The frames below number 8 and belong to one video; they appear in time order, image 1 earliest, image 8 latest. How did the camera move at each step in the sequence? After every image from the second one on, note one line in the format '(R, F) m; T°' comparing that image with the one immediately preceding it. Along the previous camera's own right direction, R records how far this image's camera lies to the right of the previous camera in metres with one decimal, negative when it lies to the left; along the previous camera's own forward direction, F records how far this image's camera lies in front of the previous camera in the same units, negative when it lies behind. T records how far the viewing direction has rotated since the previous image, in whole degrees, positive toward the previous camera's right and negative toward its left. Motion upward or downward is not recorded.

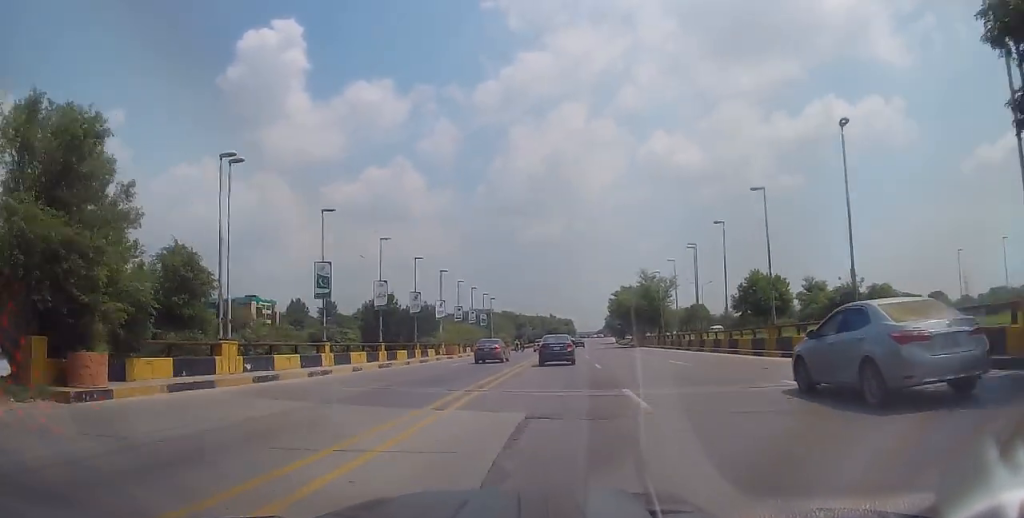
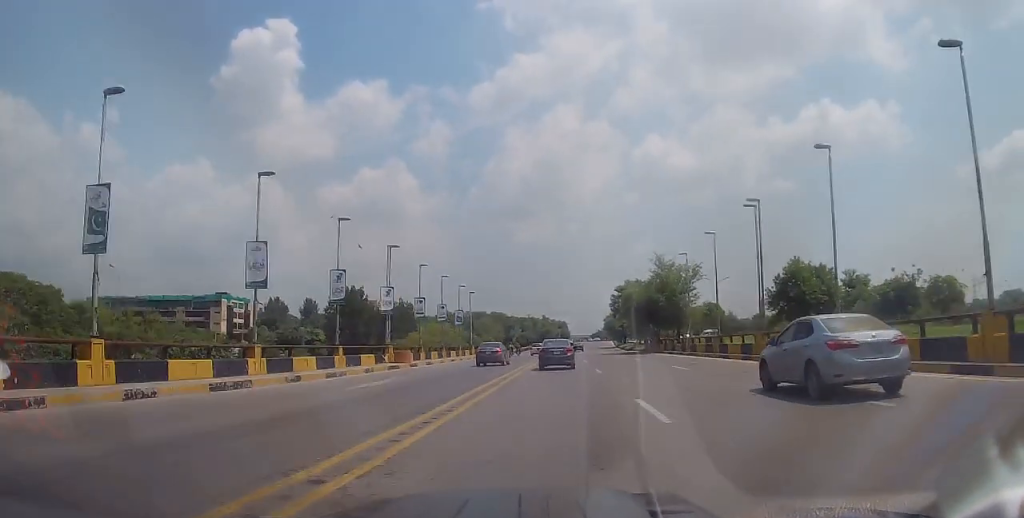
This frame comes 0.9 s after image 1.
(+0.5, +16.5) m; +1°
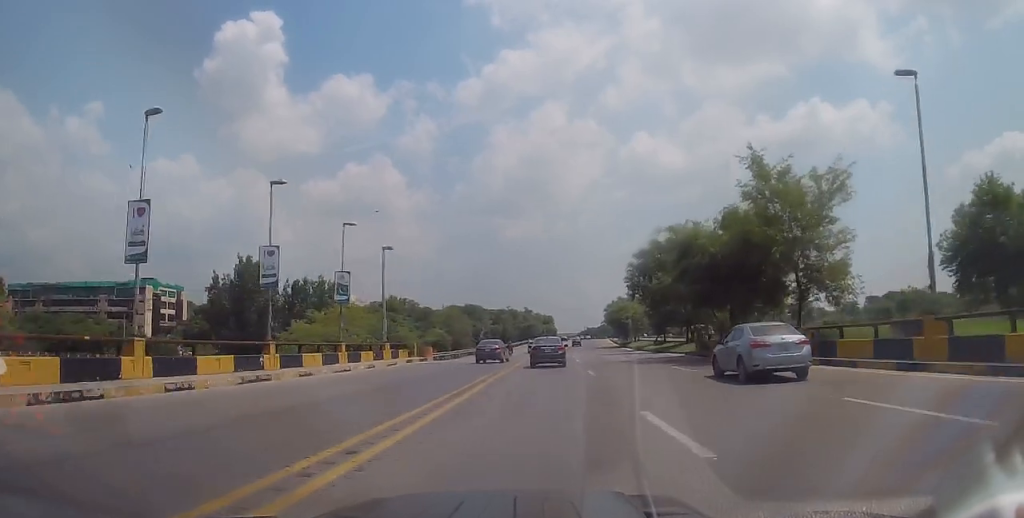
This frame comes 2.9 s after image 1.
(-0.5, +34.8) m; +1°
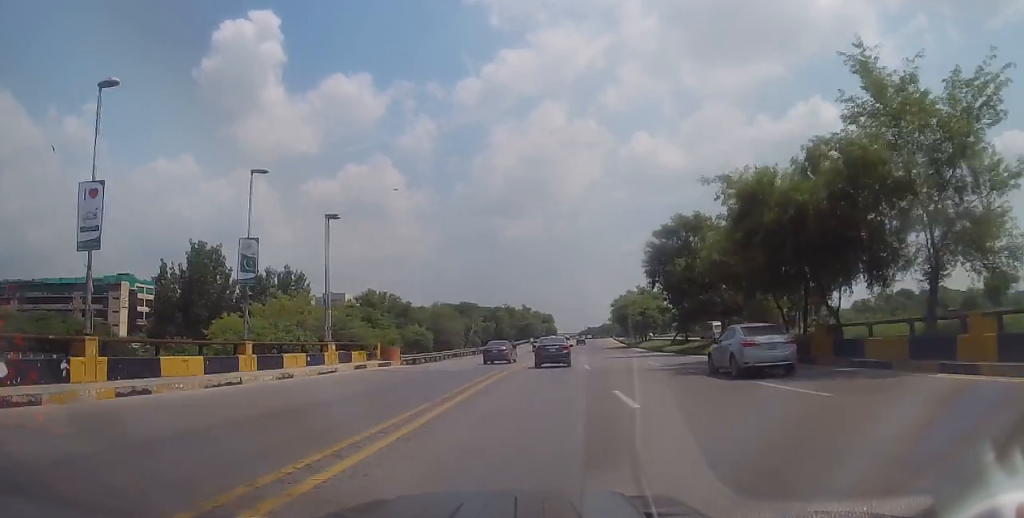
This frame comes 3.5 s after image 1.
(+0.2, +11.2) m; +1°
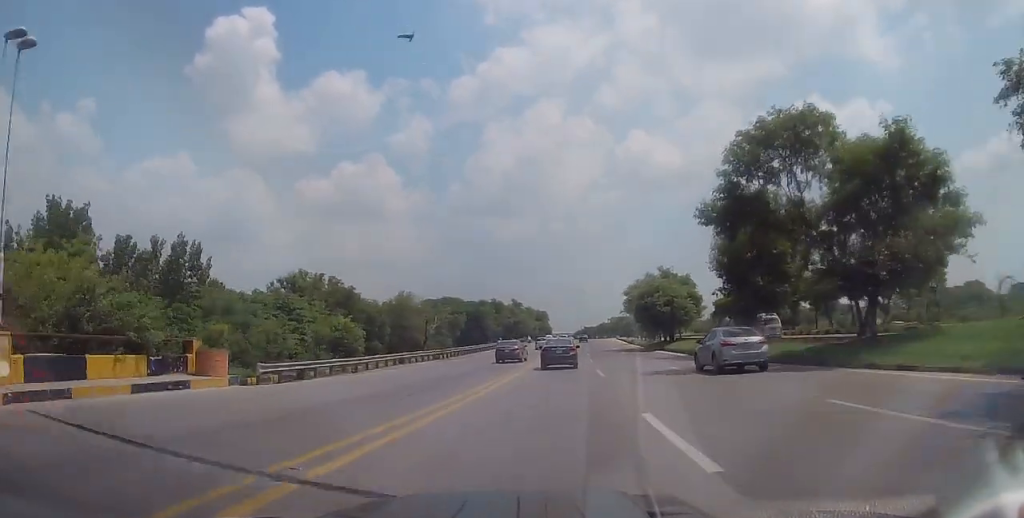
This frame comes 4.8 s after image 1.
(+0.1, +21.8) m; 0°
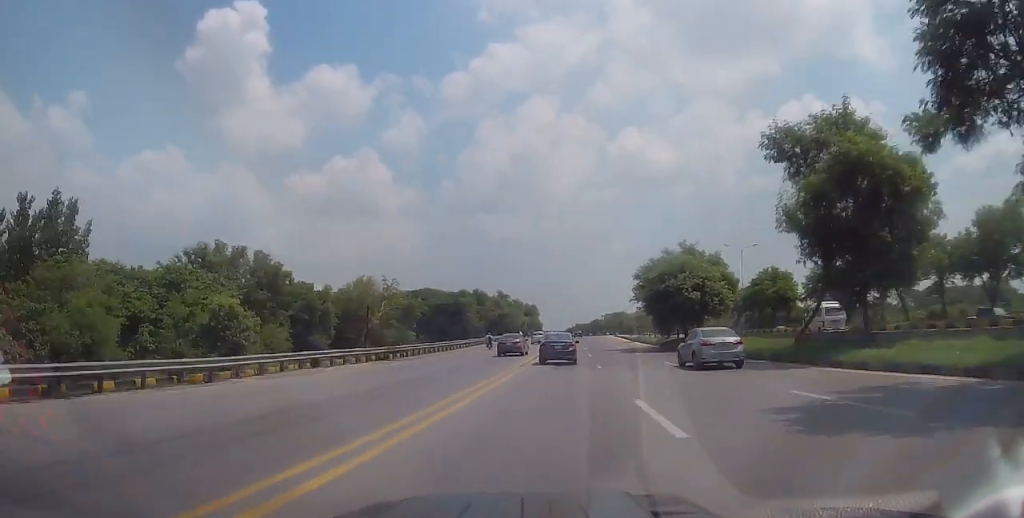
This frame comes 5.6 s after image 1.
(-0.2, +14.9) m; +2°
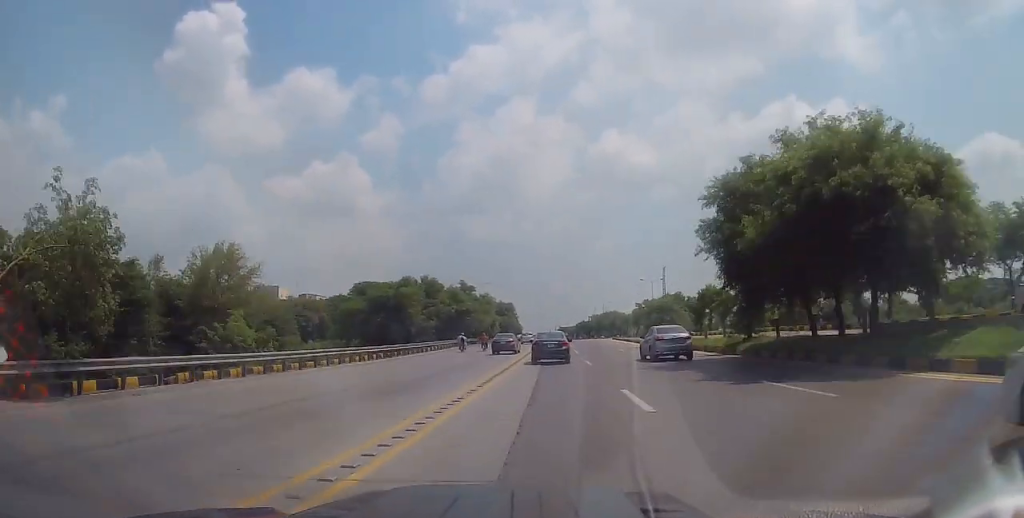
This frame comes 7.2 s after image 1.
(+0.7, +28.6) m; +1°
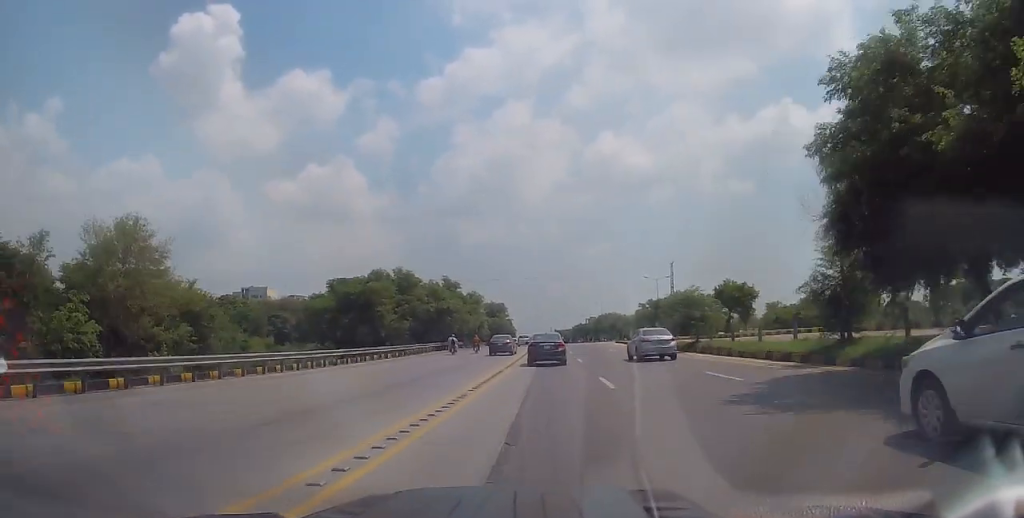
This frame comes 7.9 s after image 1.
(-0.2, +10.9) m; 0°
